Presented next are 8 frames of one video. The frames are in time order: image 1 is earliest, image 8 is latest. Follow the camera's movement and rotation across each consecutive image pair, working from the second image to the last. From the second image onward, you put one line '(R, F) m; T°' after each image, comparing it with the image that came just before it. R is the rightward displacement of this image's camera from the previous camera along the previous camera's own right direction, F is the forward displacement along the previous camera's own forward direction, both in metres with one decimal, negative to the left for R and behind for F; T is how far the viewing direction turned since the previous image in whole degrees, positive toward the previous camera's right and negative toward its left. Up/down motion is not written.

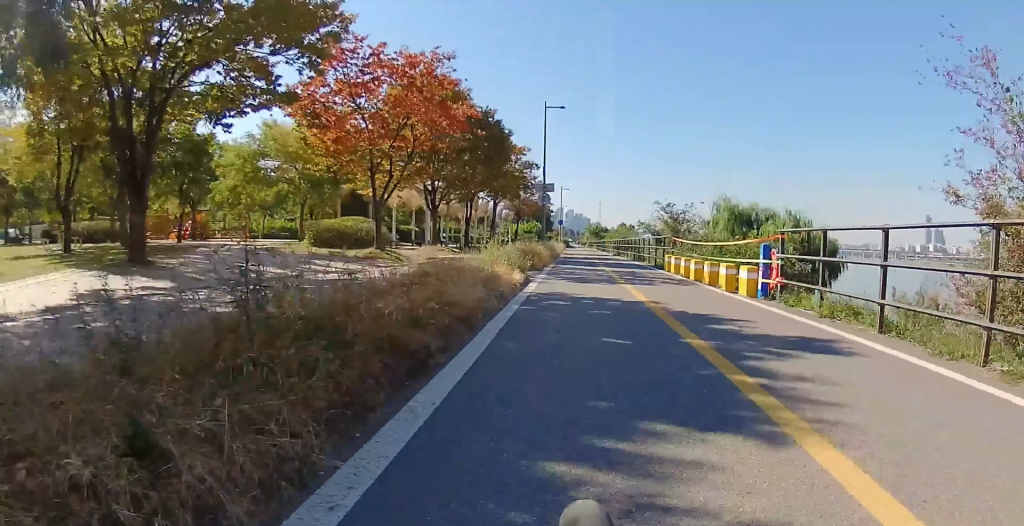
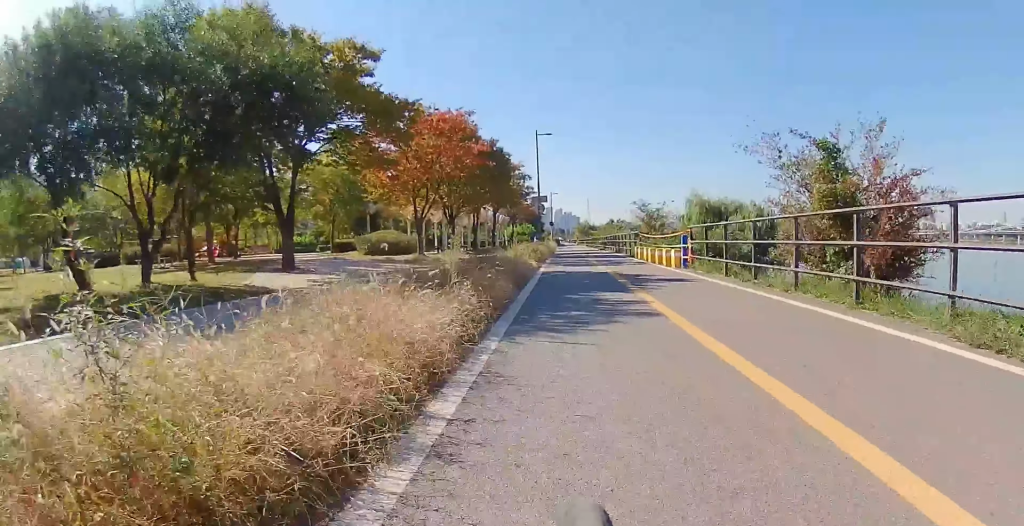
(-0.3, +6.6) m; -1°
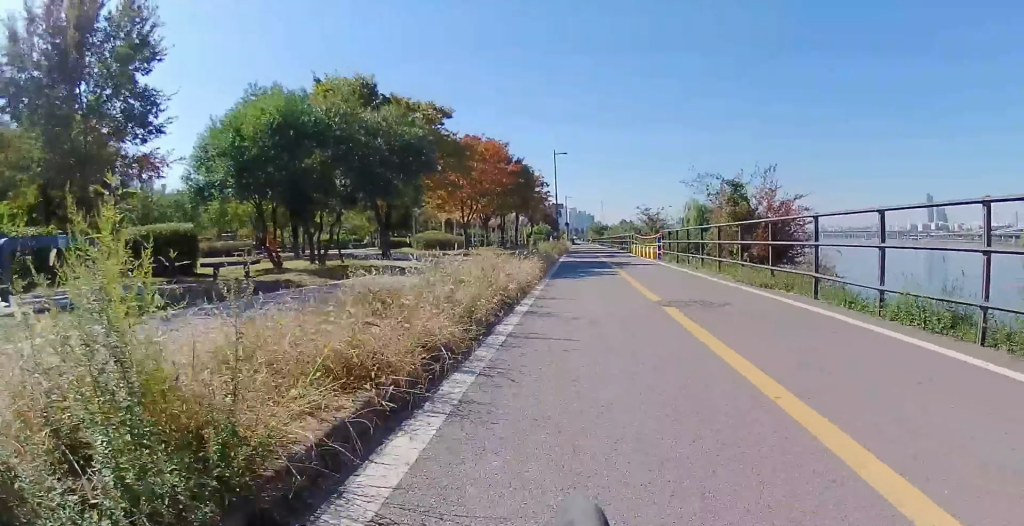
(+0.2, +7.6) m; +2°
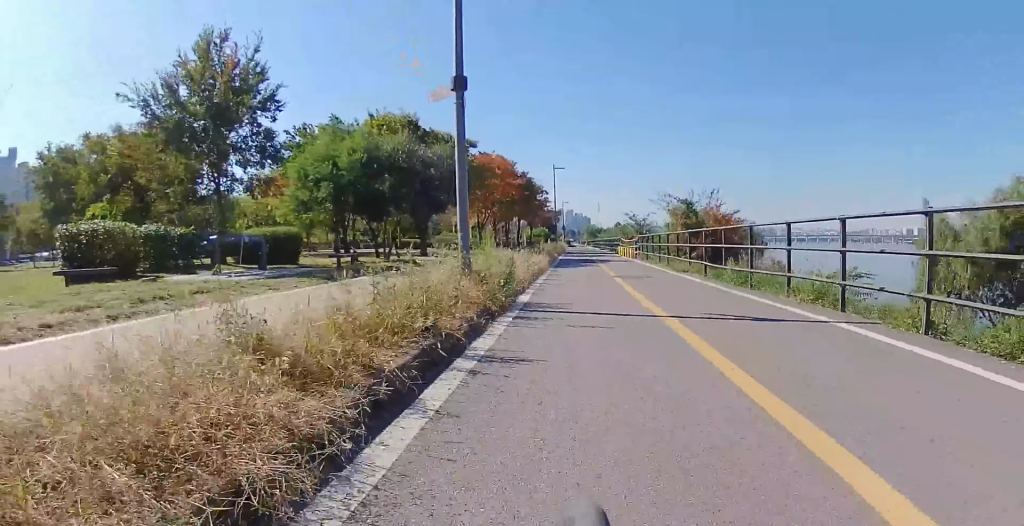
(+0.1, +6.9) m; -1°
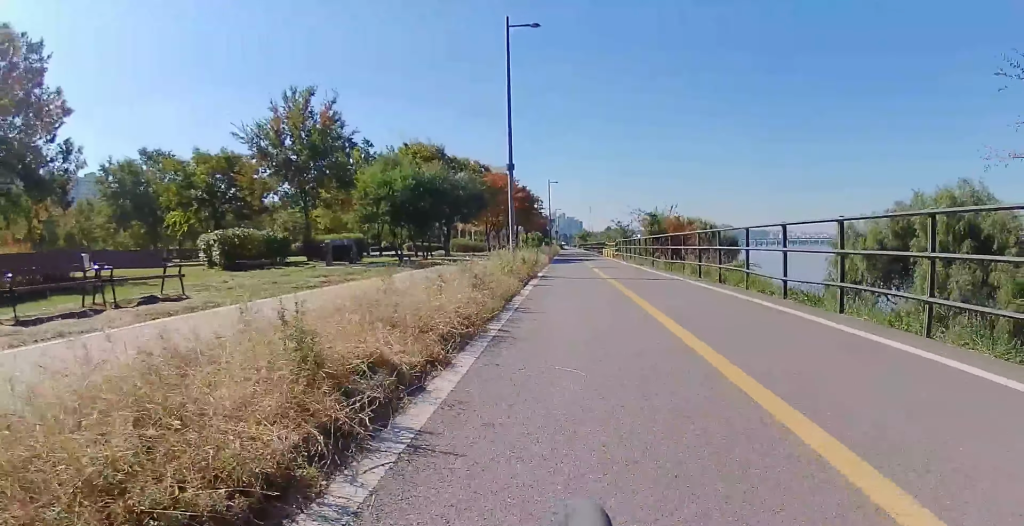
(-0.3, +7.9) m; -1°
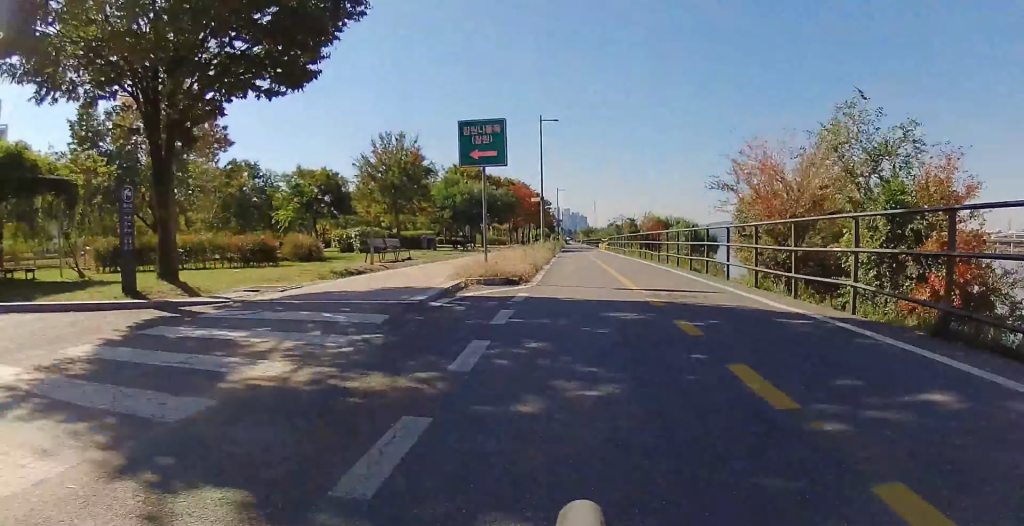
(+0.5, +13.7) m; 0°
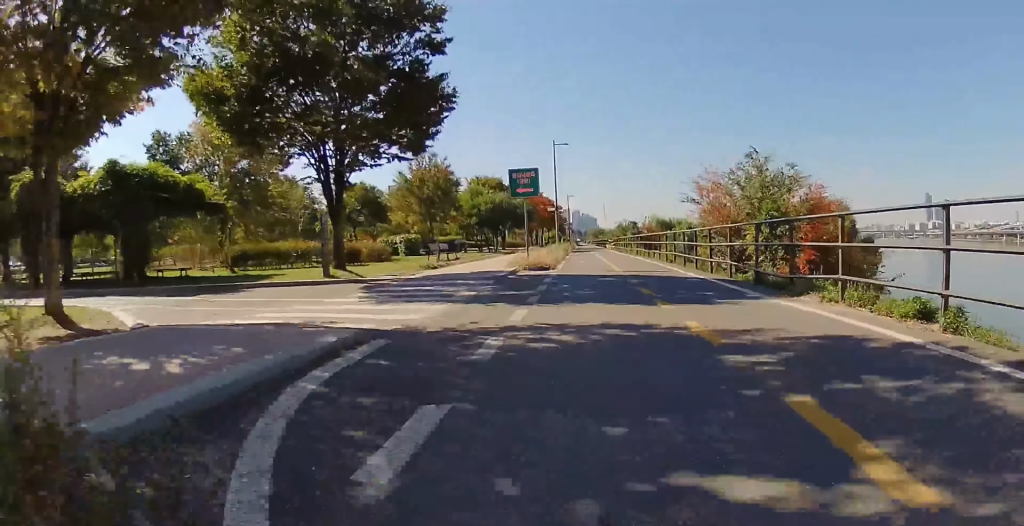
(-0.5, +6.7) m; -1°
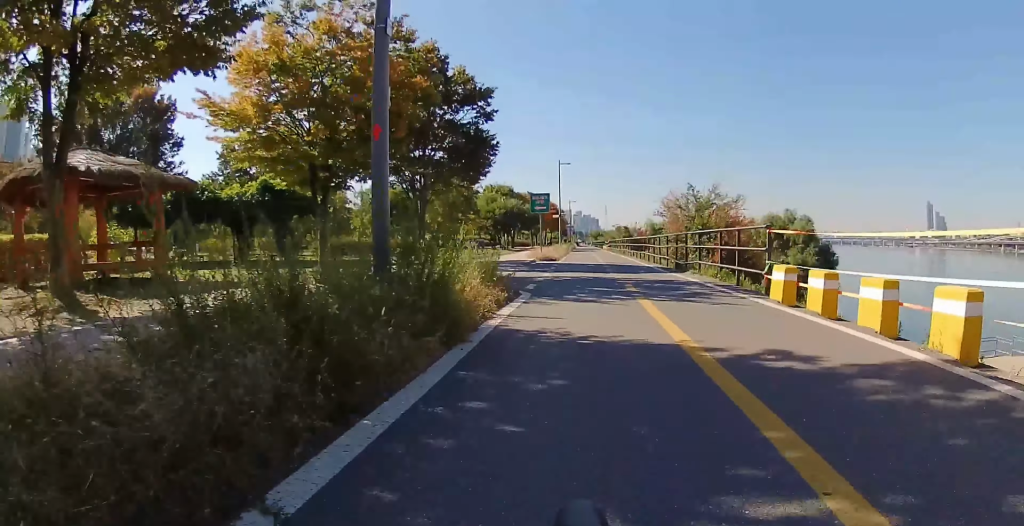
(+0.6, +8.6) m; +7°
